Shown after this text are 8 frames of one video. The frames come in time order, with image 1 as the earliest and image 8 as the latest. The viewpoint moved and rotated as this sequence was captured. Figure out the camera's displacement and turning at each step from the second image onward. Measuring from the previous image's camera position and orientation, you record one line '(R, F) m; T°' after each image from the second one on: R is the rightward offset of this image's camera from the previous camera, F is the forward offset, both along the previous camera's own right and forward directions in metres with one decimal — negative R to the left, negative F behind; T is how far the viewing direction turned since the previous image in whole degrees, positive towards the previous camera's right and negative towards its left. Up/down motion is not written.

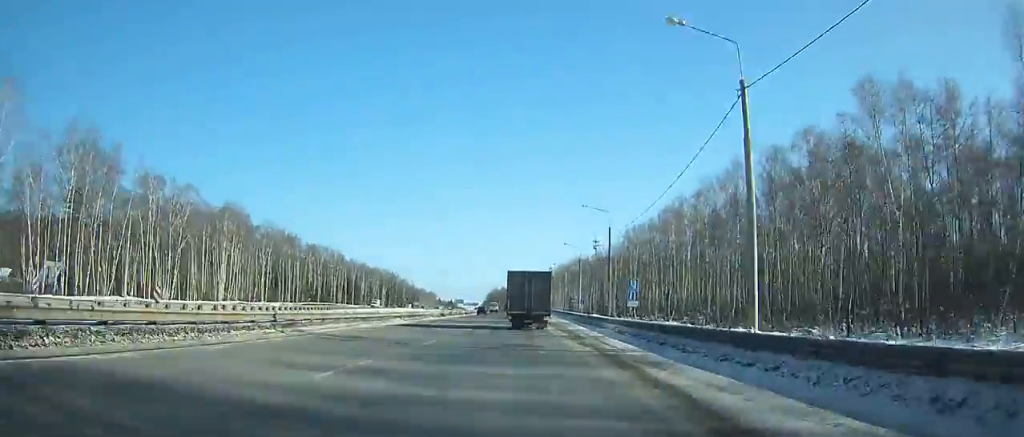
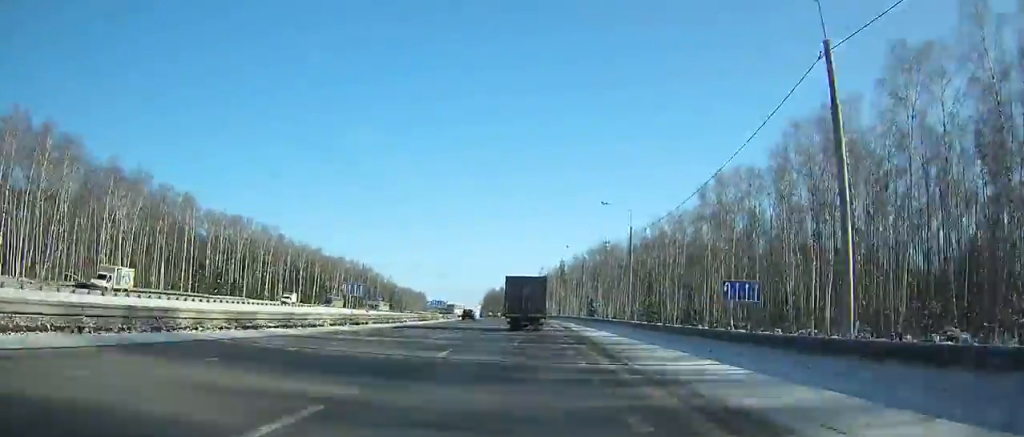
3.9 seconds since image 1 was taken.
(+0.6, +75.5) m; 0°
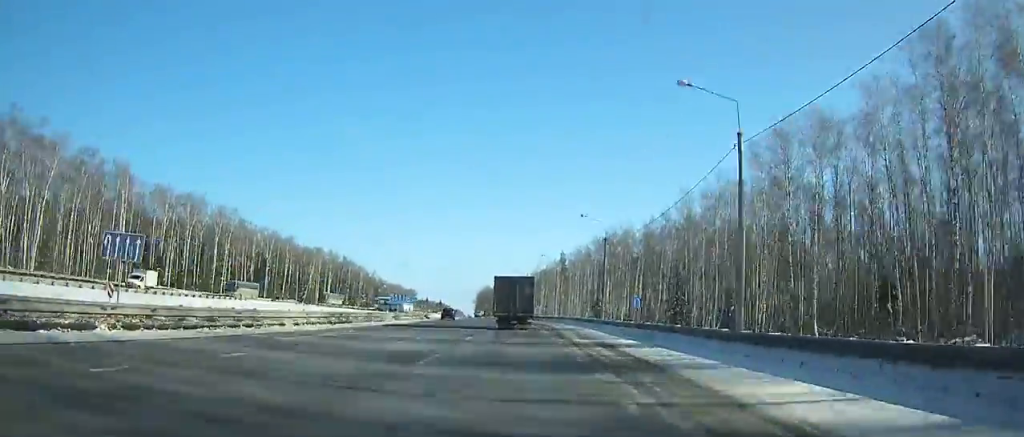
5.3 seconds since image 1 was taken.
(0.0, +27.1) m; -1°
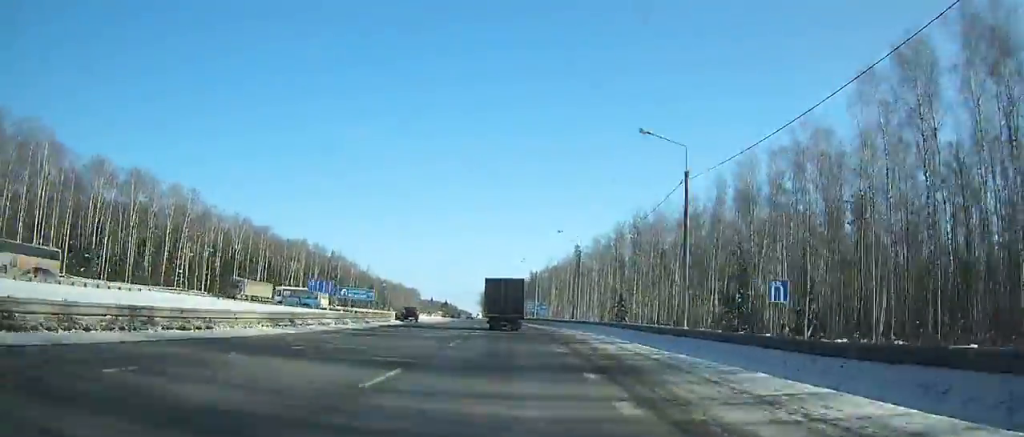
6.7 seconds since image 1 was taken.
(0.0, +27.2) m; -1°
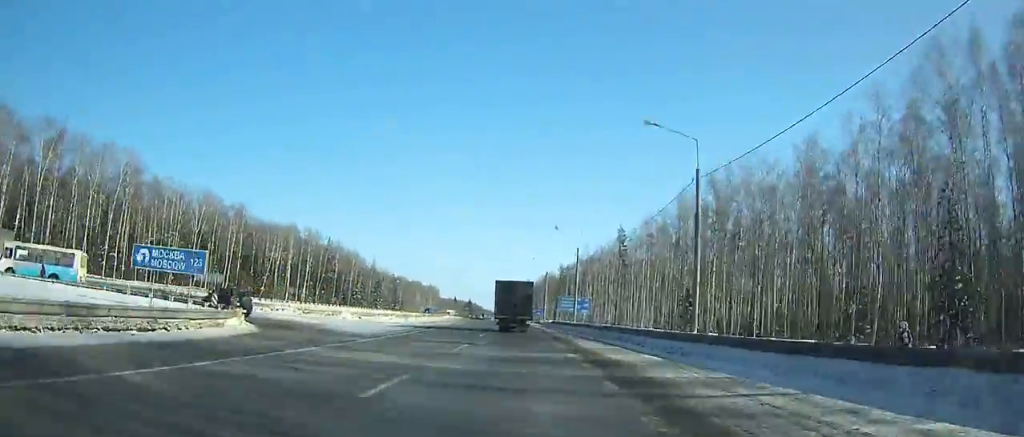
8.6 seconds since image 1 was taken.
(-0.5, +37.4) m; -1°
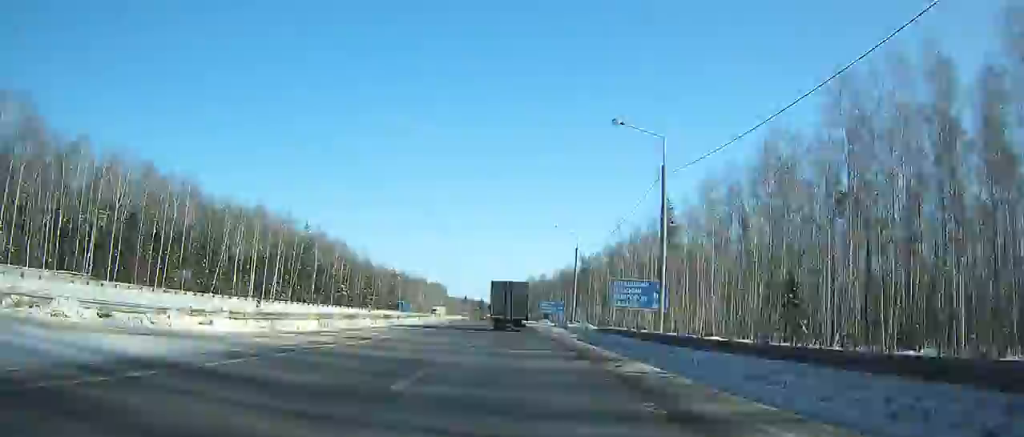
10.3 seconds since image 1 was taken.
(-0.4, +34.0) m; -1°
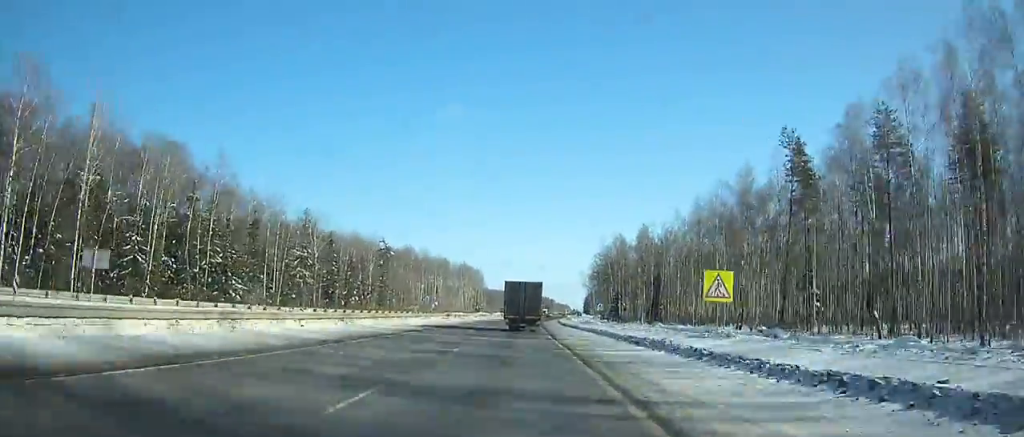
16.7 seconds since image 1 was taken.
(-5.9, +132.5) m; -4°
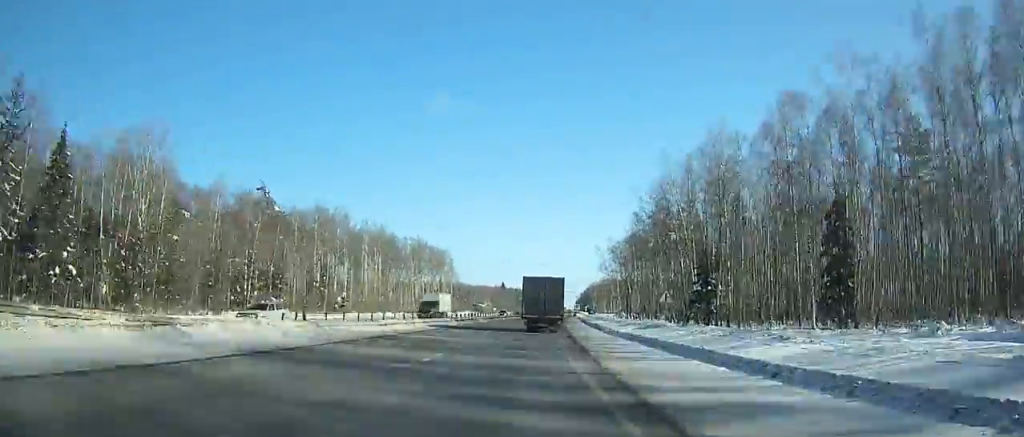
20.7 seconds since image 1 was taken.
(-0.2, +86.0) m; +5°
